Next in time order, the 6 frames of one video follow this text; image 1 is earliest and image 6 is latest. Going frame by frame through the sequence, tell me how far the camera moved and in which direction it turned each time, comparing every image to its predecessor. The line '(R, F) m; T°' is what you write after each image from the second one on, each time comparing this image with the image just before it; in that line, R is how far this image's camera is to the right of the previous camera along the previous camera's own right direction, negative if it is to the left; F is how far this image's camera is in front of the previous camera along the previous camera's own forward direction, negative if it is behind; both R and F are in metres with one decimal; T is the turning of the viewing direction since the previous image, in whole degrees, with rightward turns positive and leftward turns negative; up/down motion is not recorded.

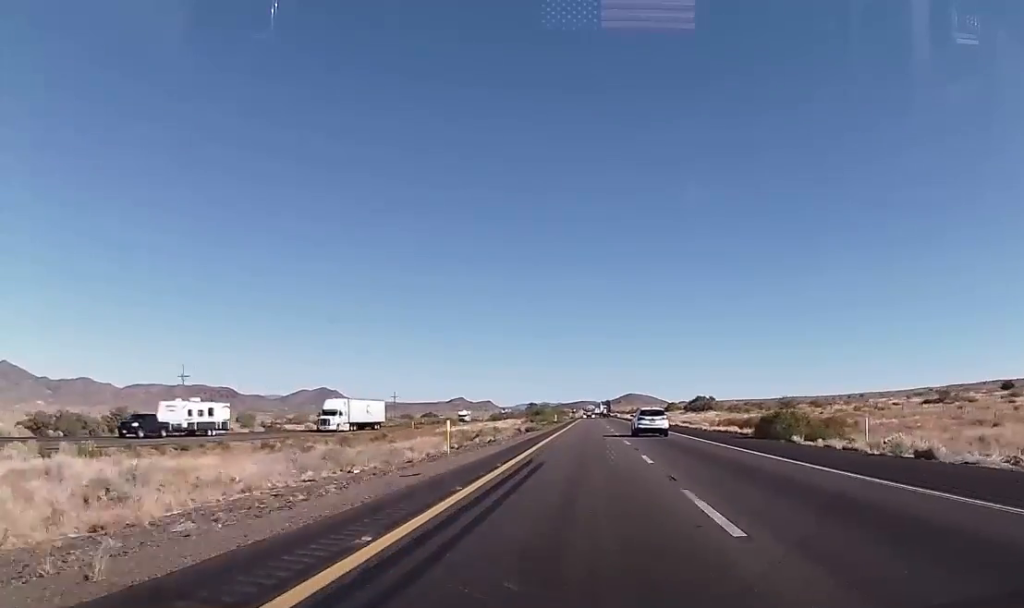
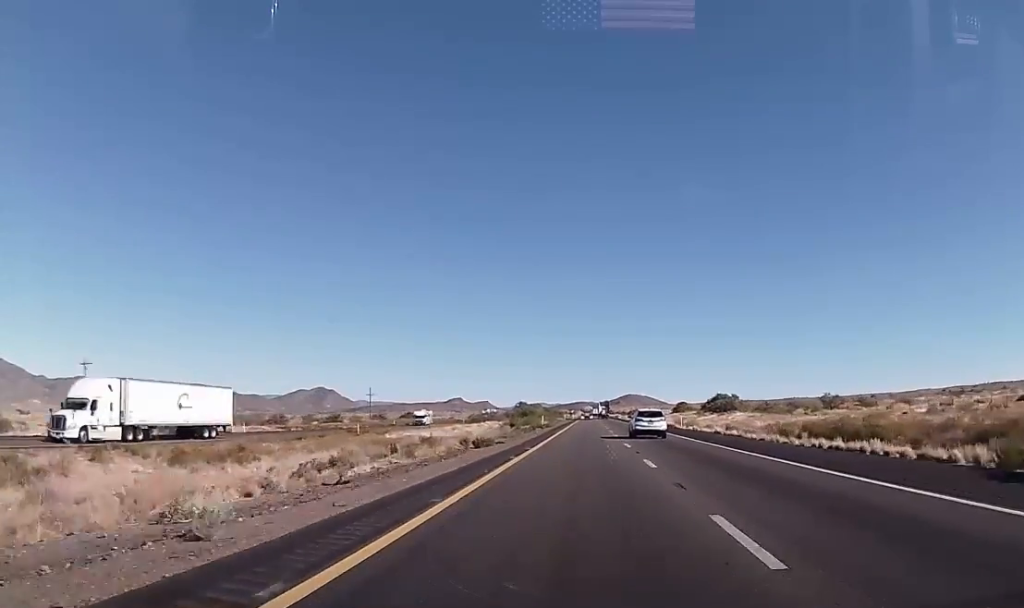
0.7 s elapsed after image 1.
(0.0, +26.2) m; 0°
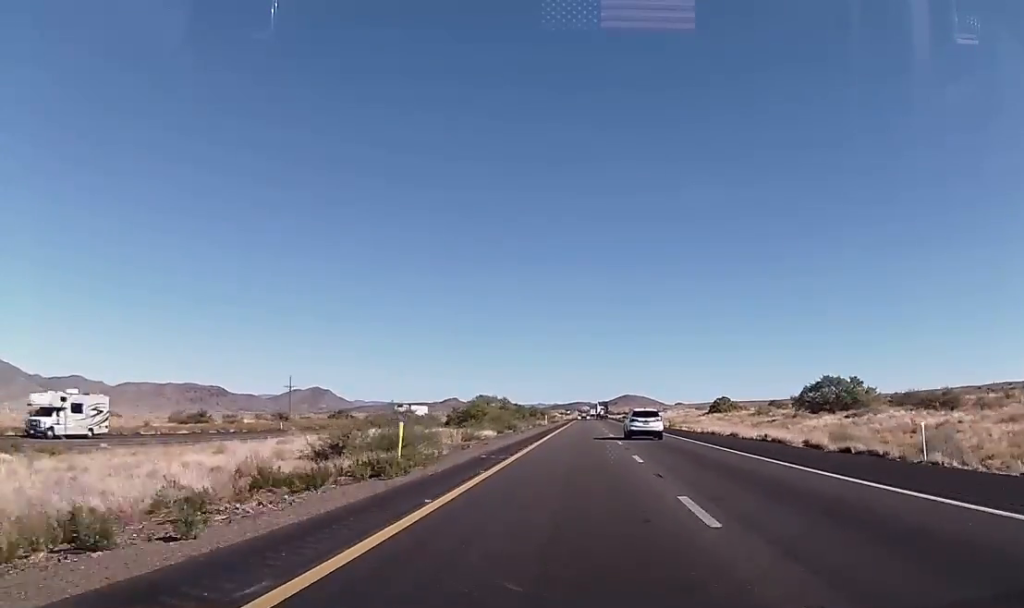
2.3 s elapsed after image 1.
(-0.1, +60.1) m; 0°
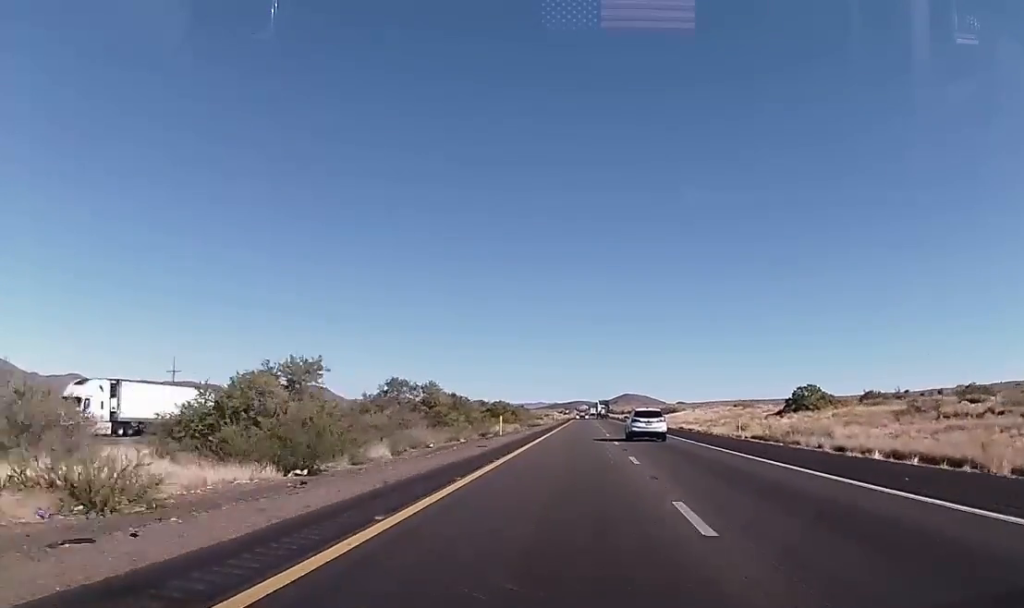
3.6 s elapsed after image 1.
(+0.5, +50.1) m; 0°
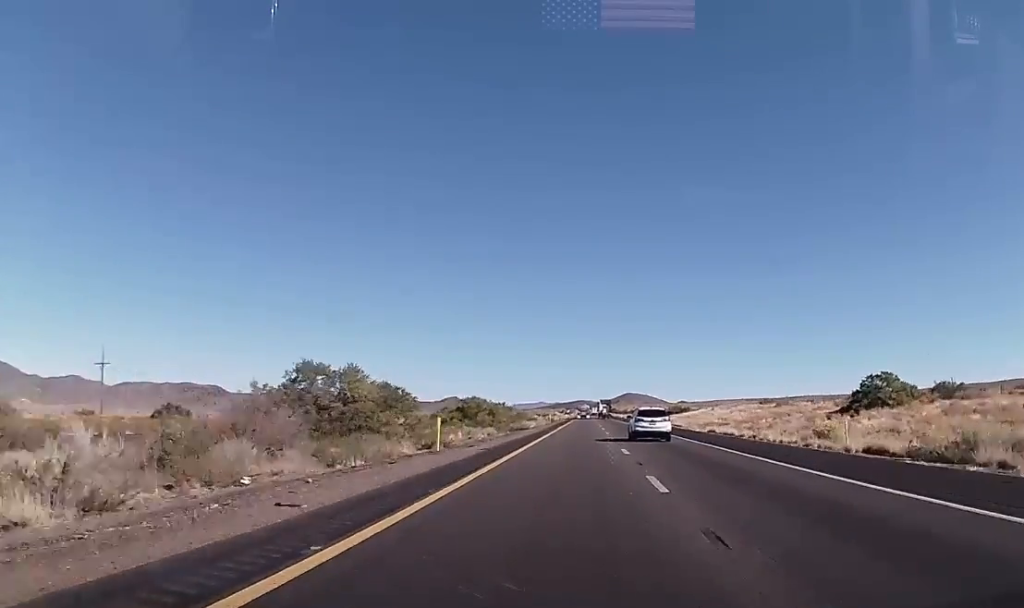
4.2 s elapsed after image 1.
(0.0, +20.0) m; 0°
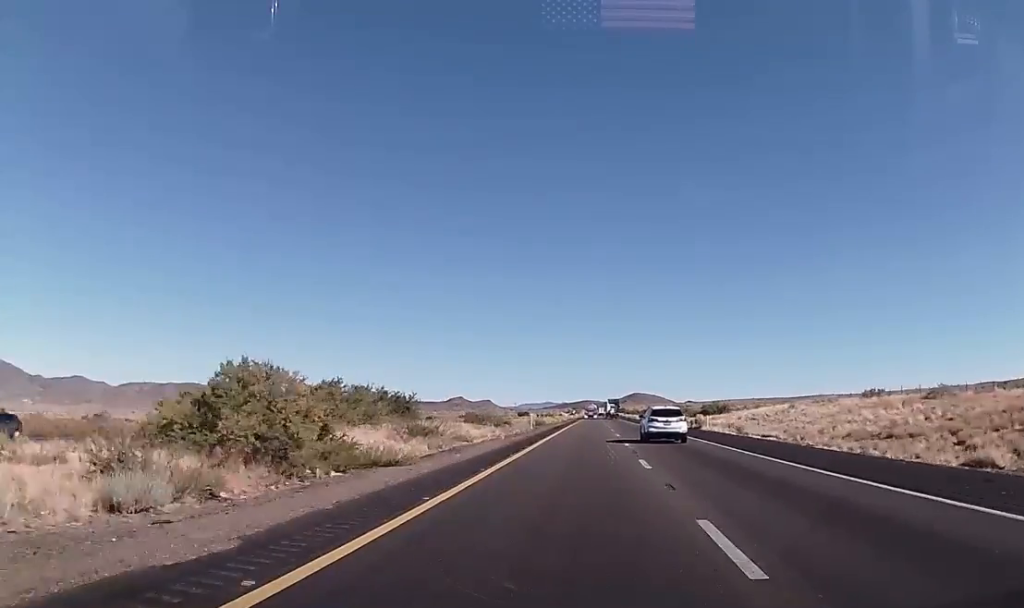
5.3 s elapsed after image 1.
(-0.4, +43.7) m; -1°
